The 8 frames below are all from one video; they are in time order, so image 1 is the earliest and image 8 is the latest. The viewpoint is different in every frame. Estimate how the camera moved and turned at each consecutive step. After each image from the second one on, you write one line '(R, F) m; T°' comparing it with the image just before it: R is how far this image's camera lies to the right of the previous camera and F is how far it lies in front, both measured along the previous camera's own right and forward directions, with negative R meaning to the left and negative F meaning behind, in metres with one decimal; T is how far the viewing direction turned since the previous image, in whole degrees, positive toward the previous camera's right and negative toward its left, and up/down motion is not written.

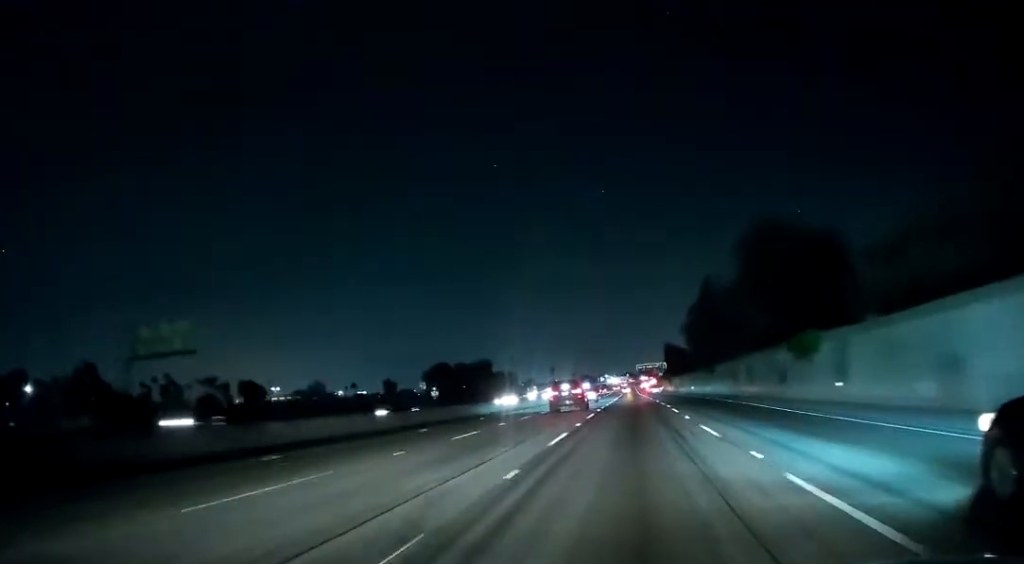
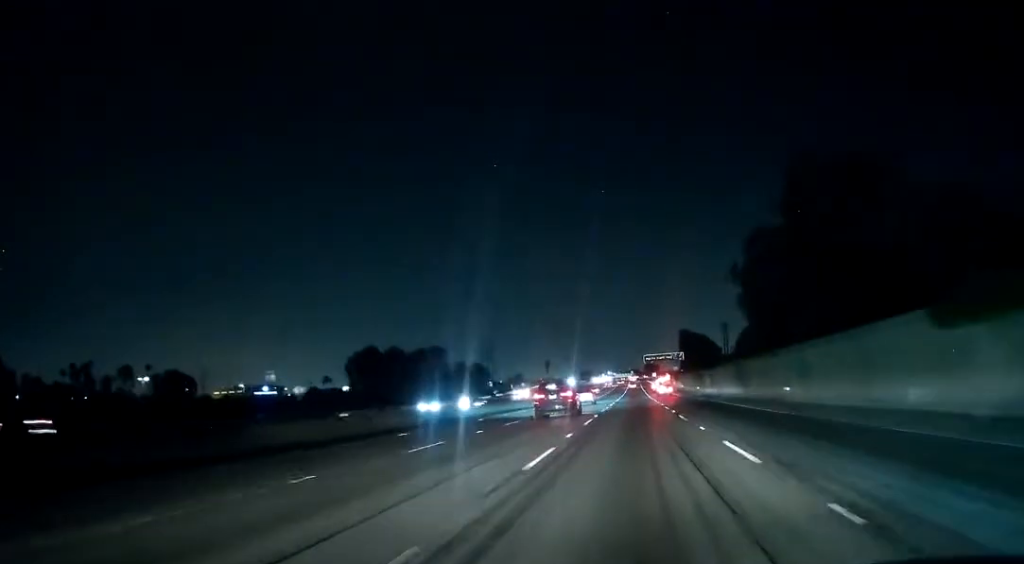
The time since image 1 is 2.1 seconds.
(+0.2, +64.3) m; 0°
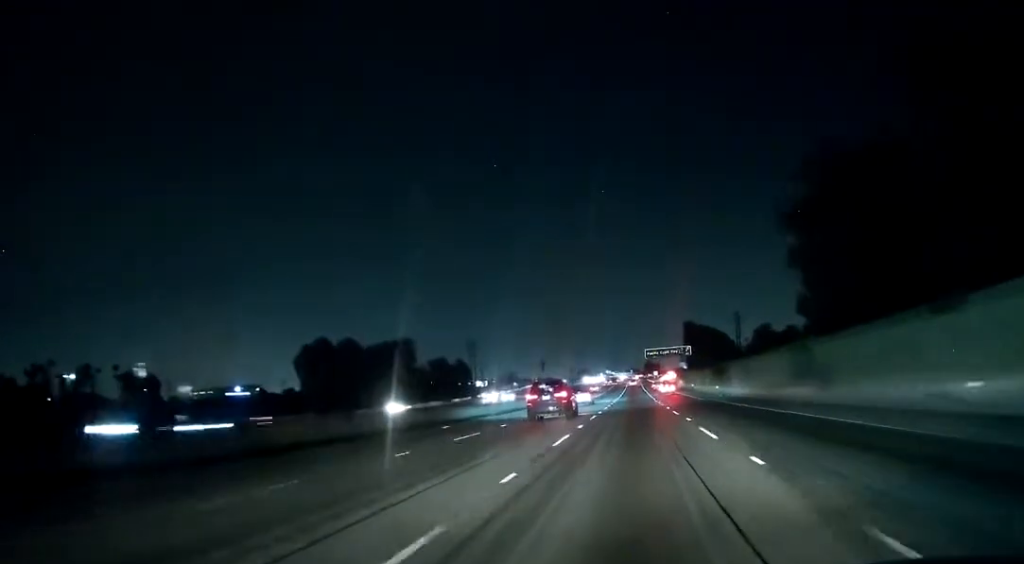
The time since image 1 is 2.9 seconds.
(0.0, +25.0) m; 0°
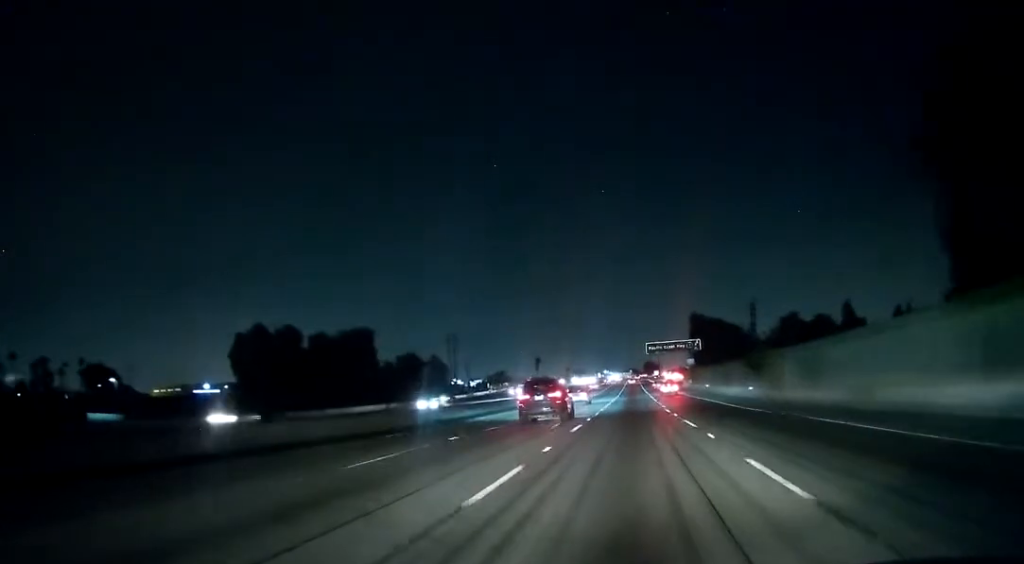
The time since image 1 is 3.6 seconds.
(0.0, +22.9) m; 0°
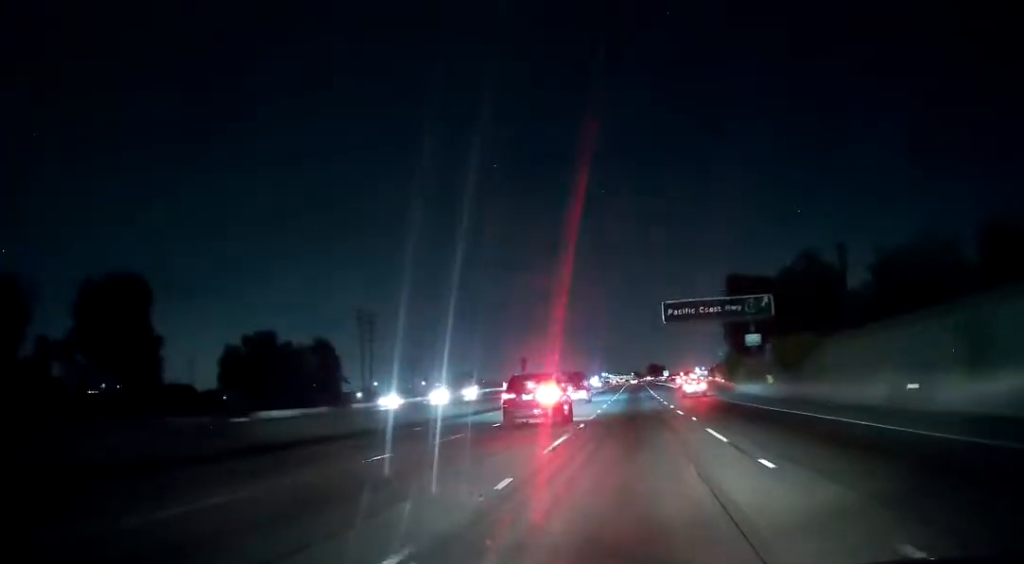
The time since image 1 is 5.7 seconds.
(+0.1, +65.5) m; 0°
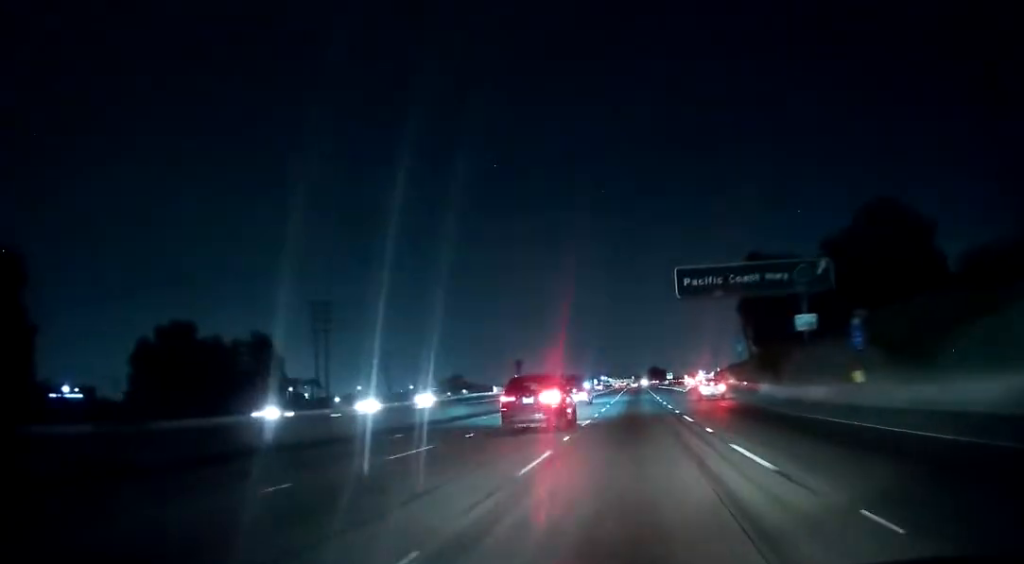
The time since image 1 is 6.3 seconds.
(0.0, +19.8) m; 0°
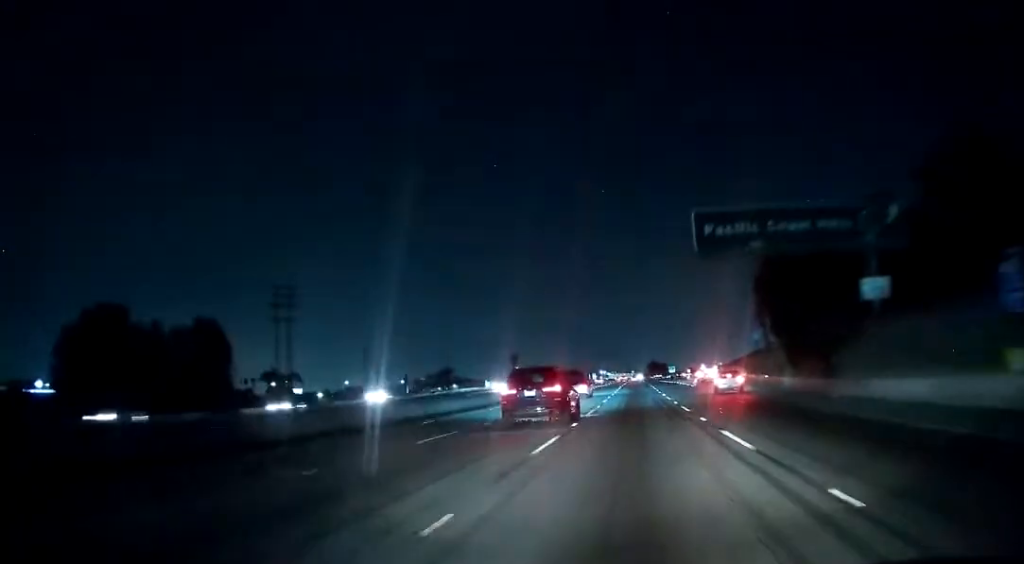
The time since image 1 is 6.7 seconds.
(0.0, +12.5) m; 0°
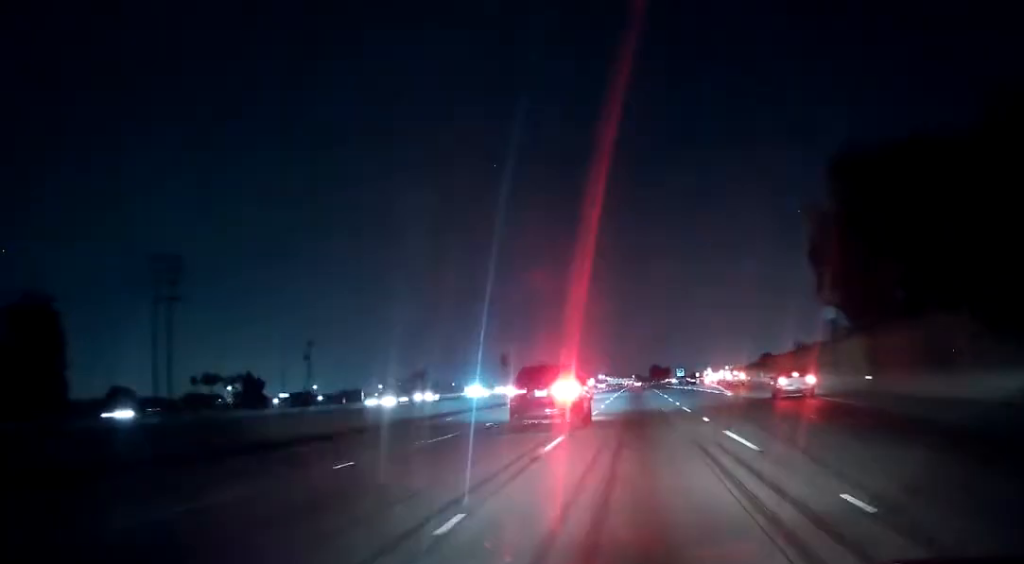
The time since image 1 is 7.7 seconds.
(+0.2, +29.6) m; 0°
